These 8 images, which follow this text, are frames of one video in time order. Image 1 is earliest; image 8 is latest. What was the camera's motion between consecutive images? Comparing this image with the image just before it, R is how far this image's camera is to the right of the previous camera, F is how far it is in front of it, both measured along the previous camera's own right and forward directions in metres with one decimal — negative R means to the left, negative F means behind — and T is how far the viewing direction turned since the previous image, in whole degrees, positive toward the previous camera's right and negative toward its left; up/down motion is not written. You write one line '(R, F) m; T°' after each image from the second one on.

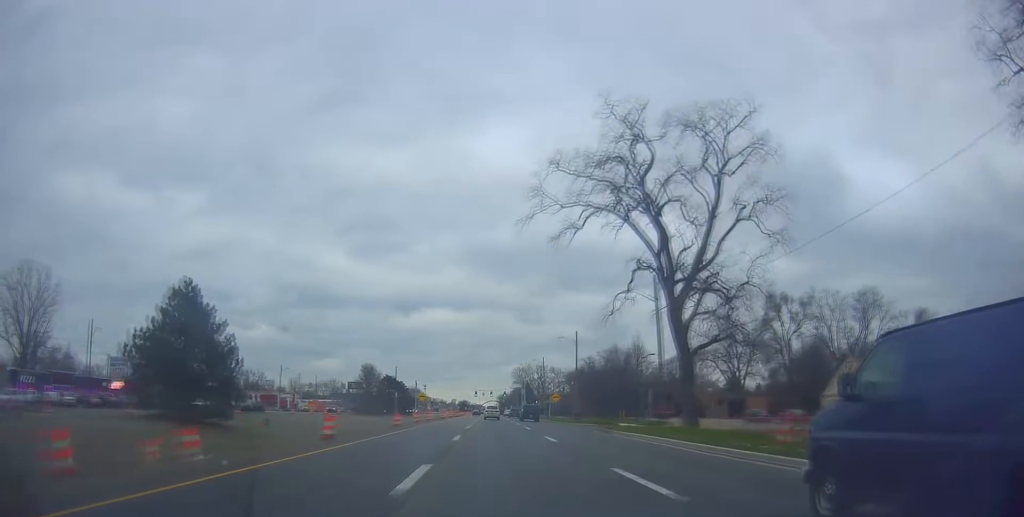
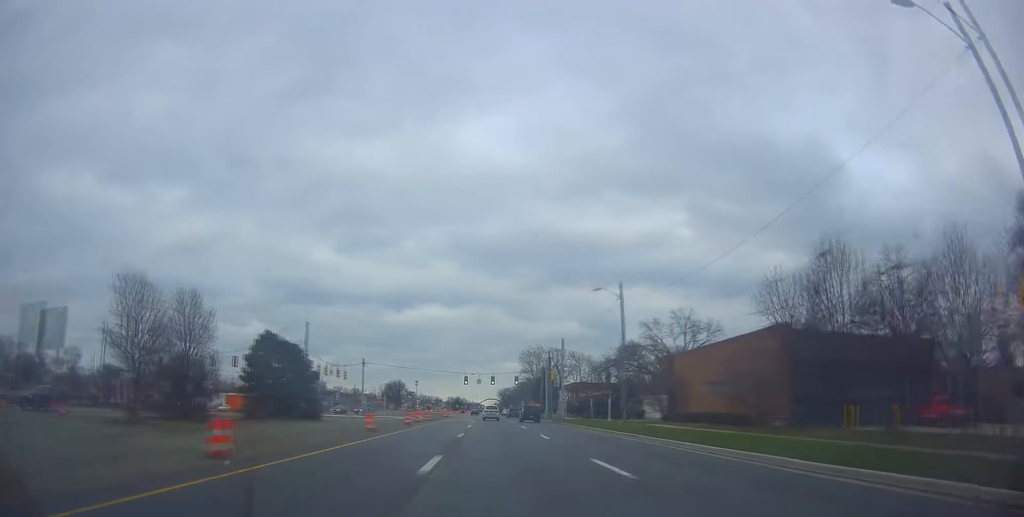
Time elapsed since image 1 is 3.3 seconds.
(+2.0, +71.2) m; +1°
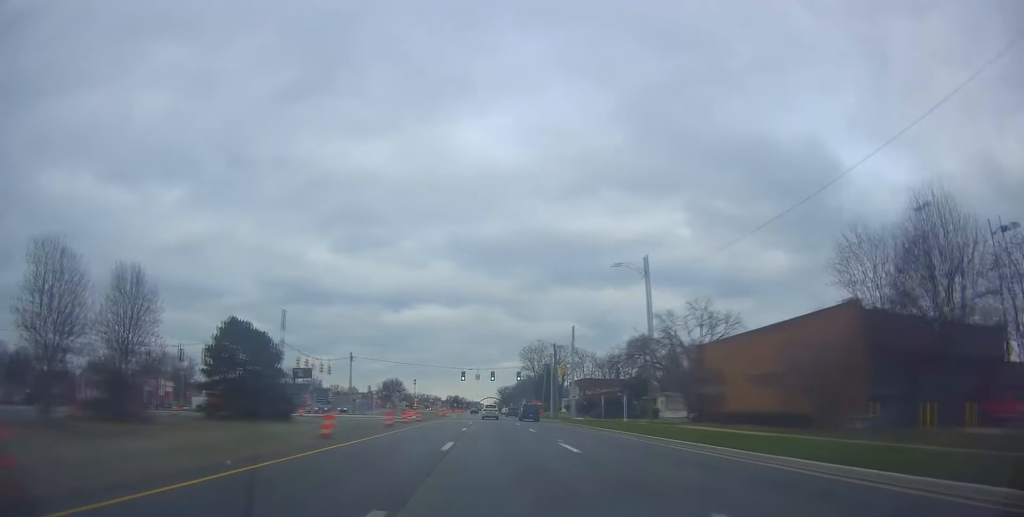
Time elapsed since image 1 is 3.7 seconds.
(+0.1, +8.5) m; 0°
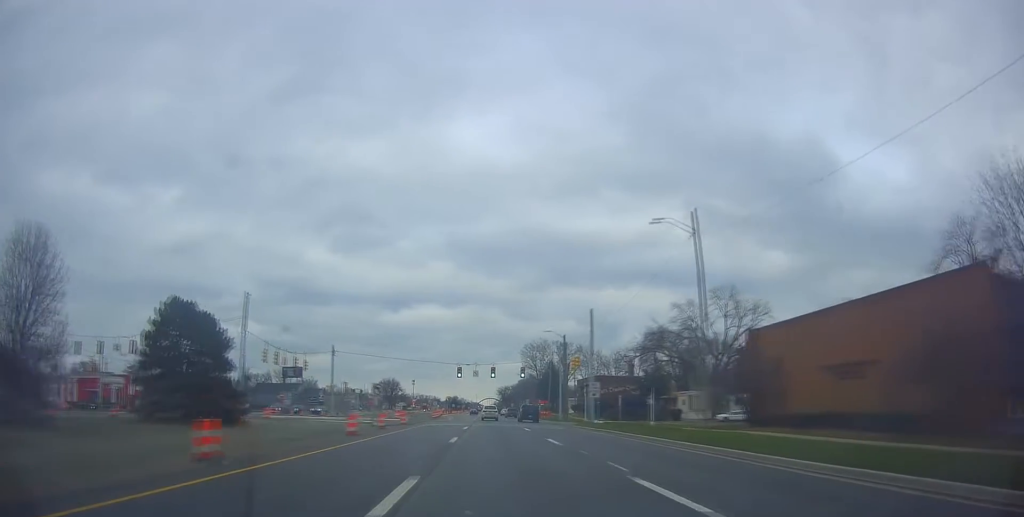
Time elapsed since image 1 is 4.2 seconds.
(+0.1, +10.6) m; 0°
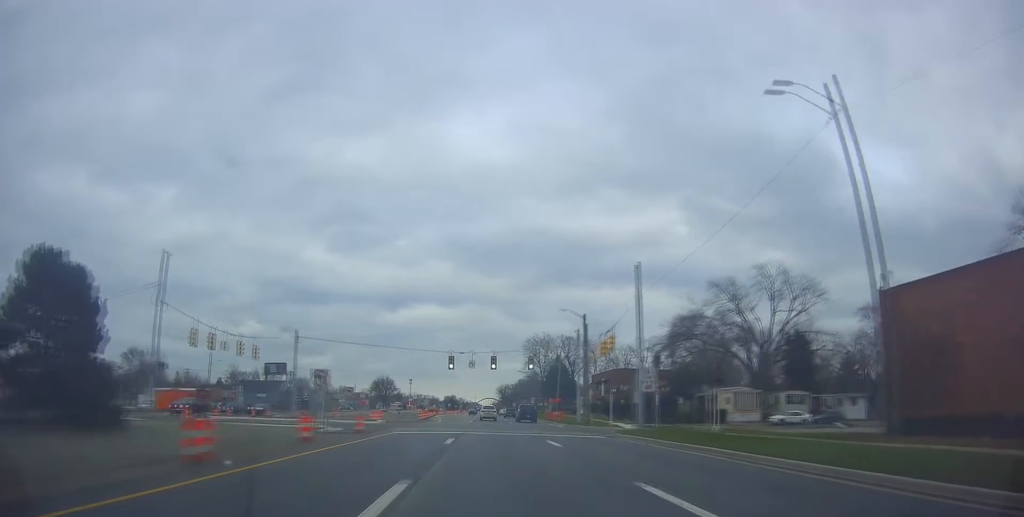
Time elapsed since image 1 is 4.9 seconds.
(0.0, +15.5) m; 0°
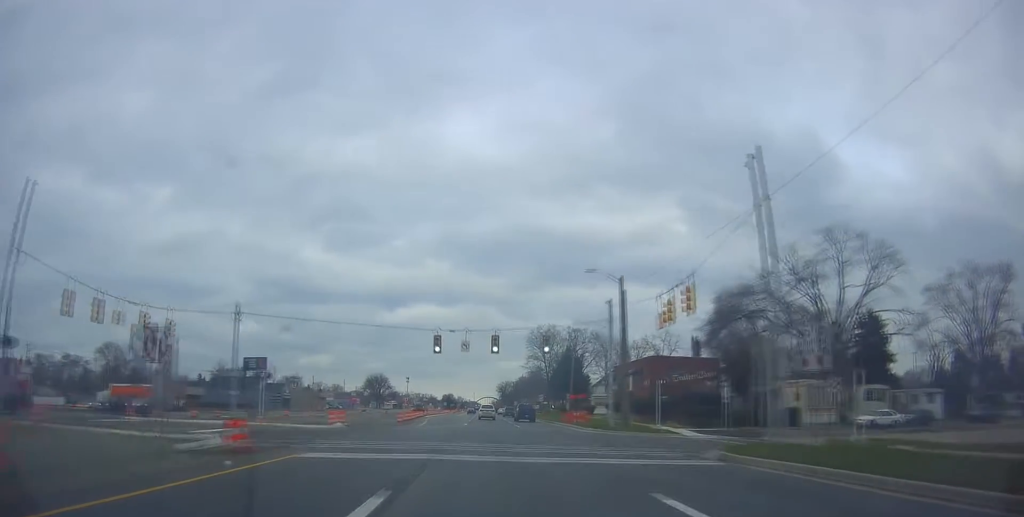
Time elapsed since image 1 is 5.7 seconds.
(0.0, +16.1) m; 0°
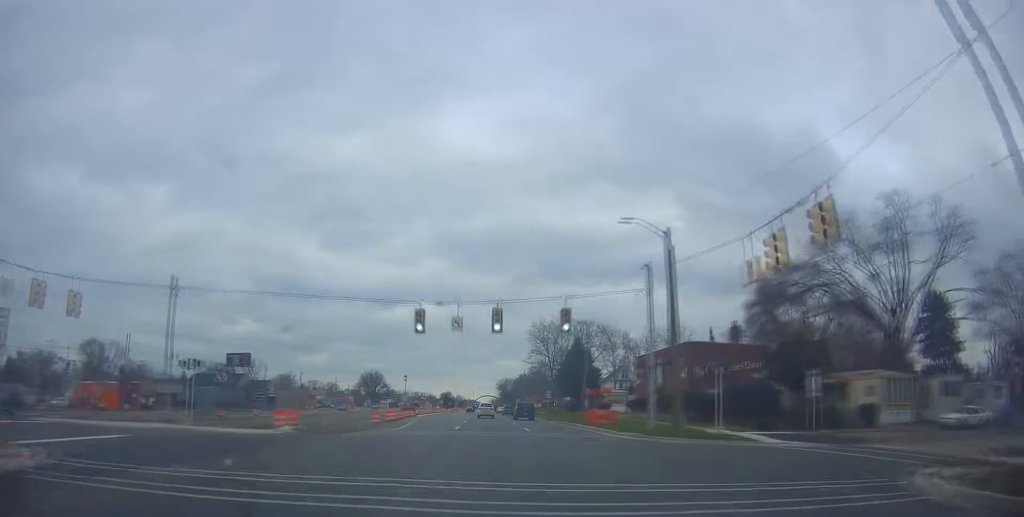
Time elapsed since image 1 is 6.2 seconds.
(0.0, +11.1) m; 0°
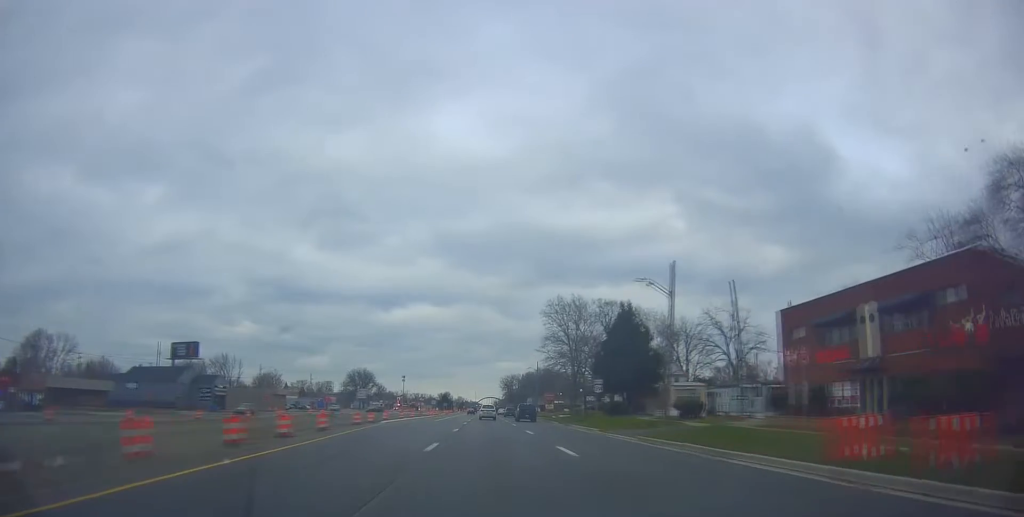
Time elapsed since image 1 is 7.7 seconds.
(-0.9, +30.8) m; -2°
